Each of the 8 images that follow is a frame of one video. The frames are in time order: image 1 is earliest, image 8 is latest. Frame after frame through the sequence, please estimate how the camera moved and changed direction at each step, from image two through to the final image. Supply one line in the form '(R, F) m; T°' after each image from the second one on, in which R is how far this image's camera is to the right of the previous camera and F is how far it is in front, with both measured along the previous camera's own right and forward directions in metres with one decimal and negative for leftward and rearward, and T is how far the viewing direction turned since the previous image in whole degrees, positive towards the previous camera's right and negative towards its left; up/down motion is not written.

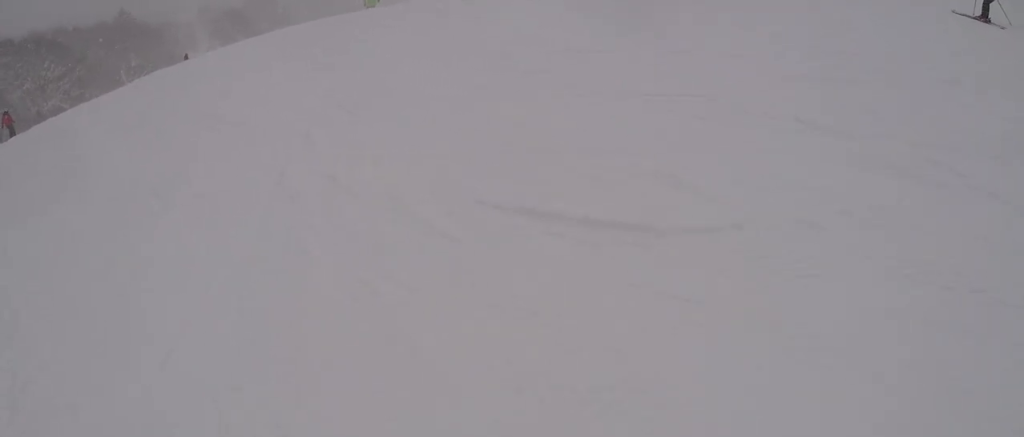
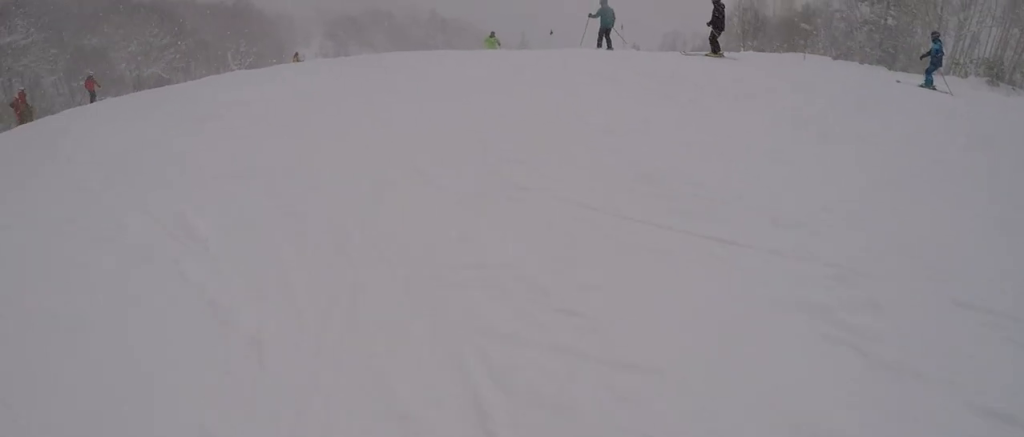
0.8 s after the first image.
(+0.3, +4.7) m; -2°
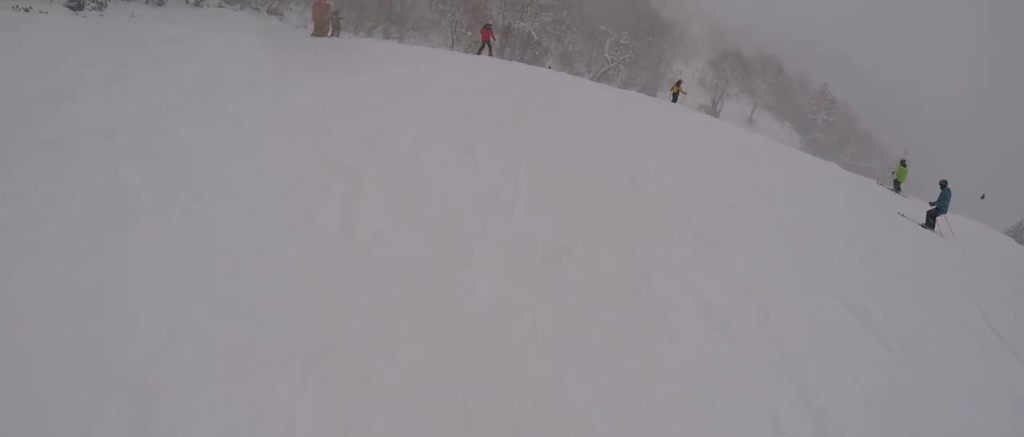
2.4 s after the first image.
(-1.2, +8.0) m; -21°
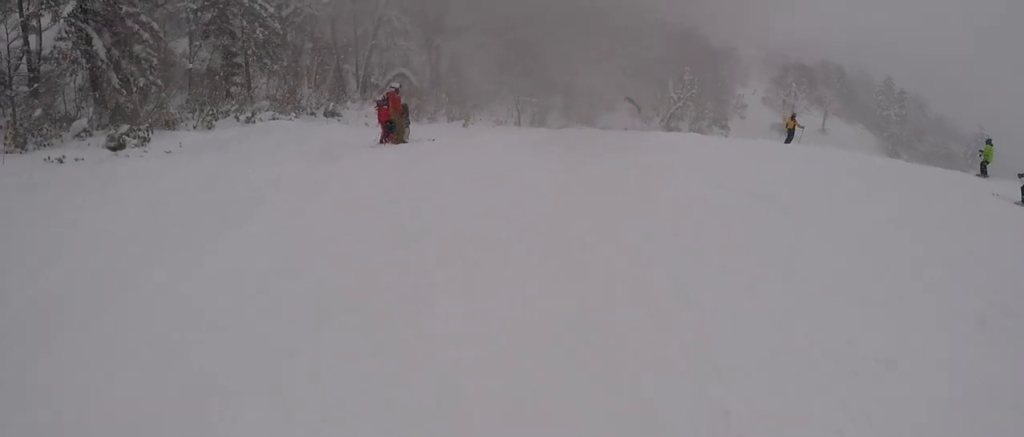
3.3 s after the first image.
(-0.3, +4.2) m; -10°
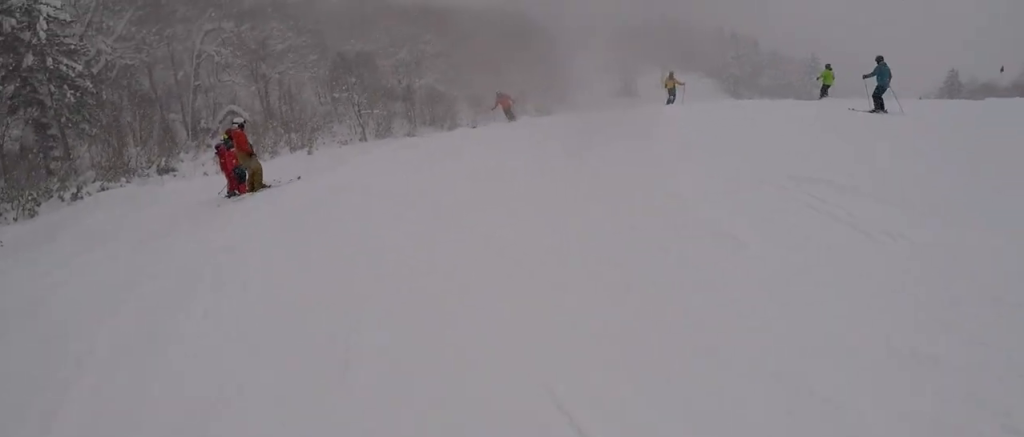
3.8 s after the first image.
(-0.3, +2.9) m; +14°
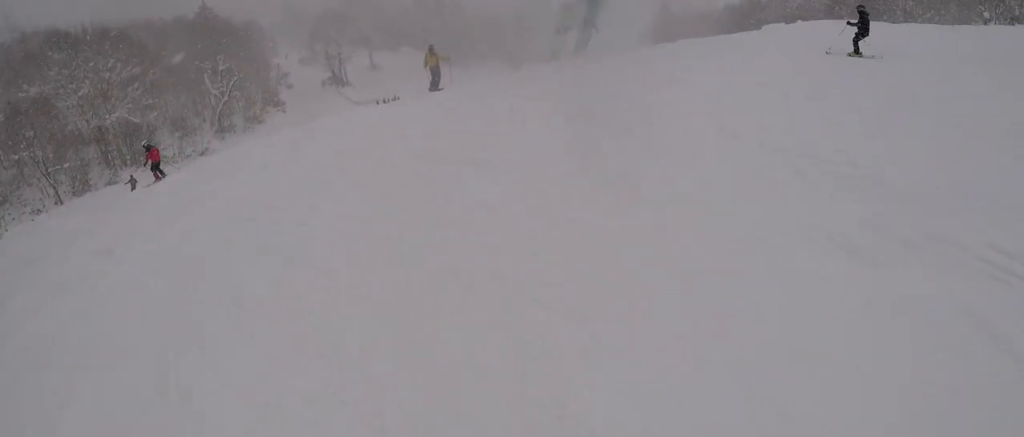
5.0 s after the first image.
(+1.6, +4.4) m; +24°
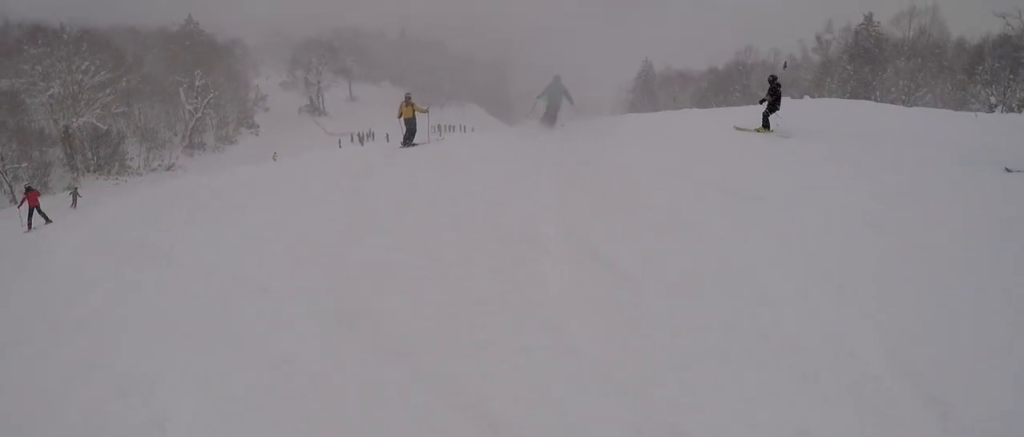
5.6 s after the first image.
(+0.2, +2.9) m; -3°
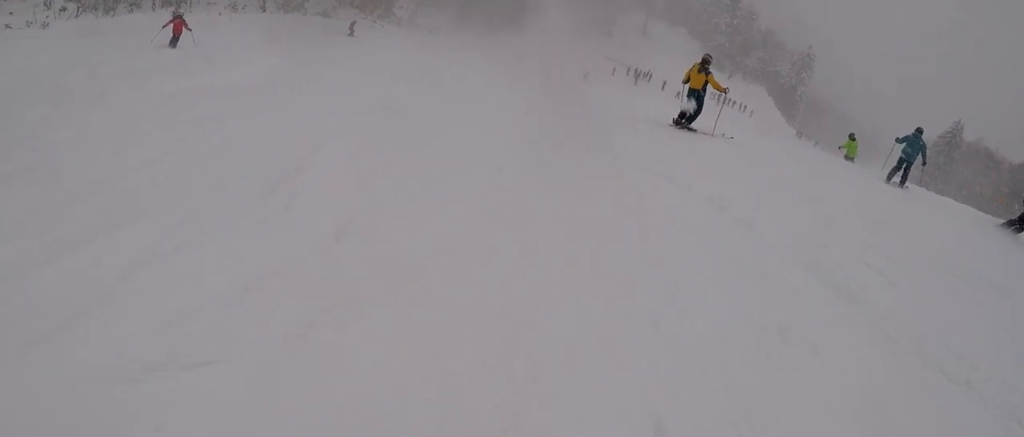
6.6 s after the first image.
(-1.1, +4.9) m; -23°
